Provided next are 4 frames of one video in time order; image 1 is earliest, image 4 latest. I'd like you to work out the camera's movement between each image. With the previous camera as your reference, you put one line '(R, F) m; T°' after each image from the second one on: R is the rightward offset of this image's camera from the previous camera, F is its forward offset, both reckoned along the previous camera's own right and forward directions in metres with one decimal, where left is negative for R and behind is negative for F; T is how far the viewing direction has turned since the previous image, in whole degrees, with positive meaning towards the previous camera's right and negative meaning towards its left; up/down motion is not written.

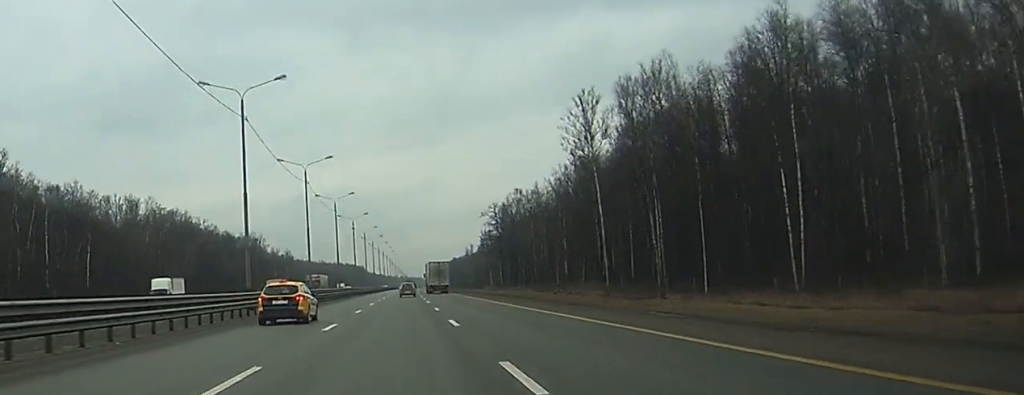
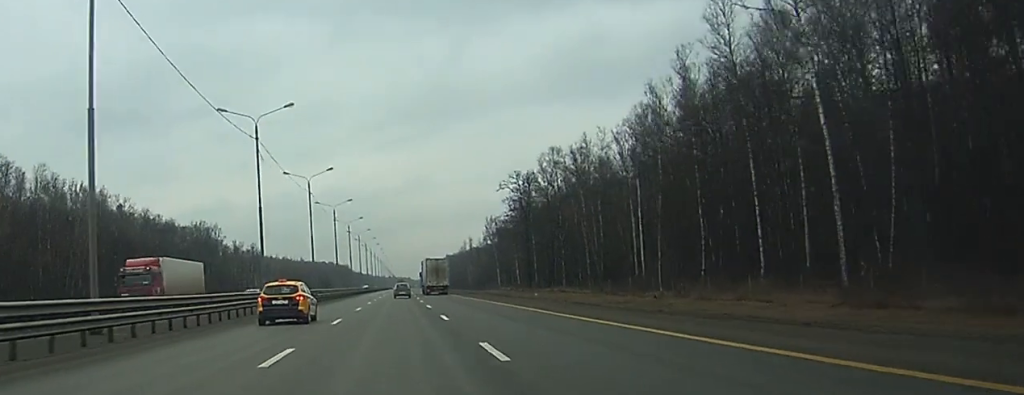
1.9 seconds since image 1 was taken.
(+0.5, +59.8) m; +1°
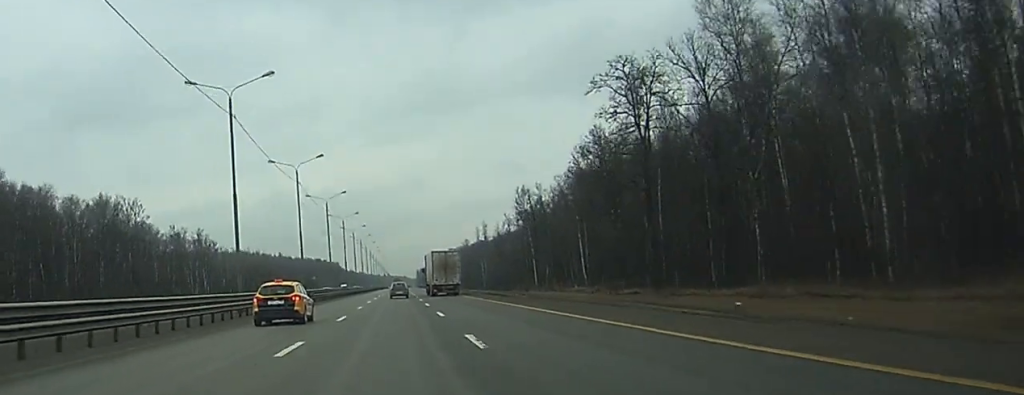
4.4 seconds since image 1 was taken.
(+0.1, +77.4) m; 0°
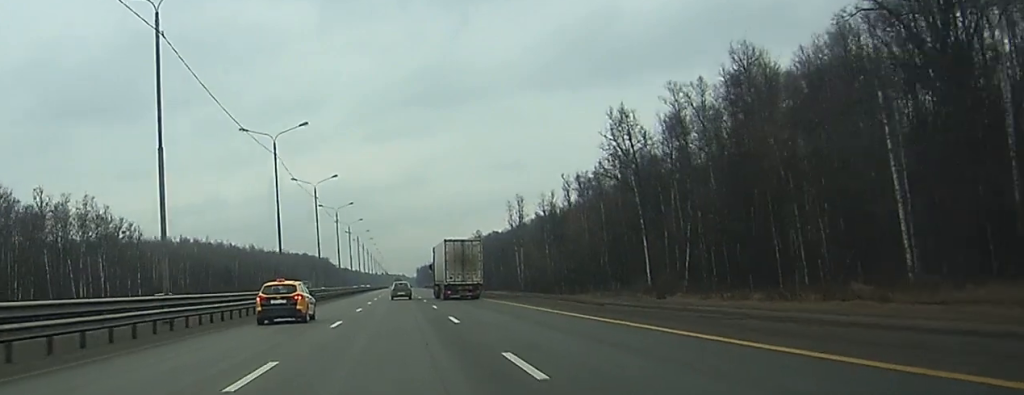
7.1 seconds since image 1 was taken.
(+0.4, +84.9) m; 0°
